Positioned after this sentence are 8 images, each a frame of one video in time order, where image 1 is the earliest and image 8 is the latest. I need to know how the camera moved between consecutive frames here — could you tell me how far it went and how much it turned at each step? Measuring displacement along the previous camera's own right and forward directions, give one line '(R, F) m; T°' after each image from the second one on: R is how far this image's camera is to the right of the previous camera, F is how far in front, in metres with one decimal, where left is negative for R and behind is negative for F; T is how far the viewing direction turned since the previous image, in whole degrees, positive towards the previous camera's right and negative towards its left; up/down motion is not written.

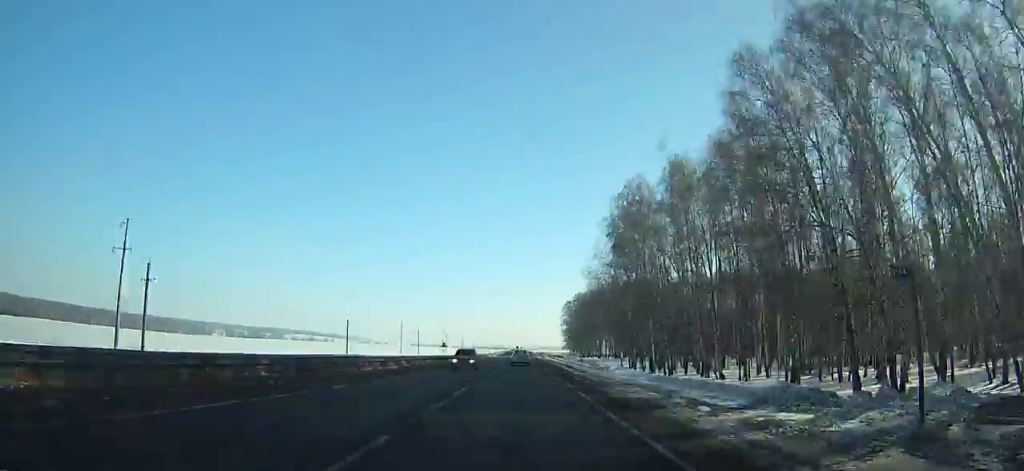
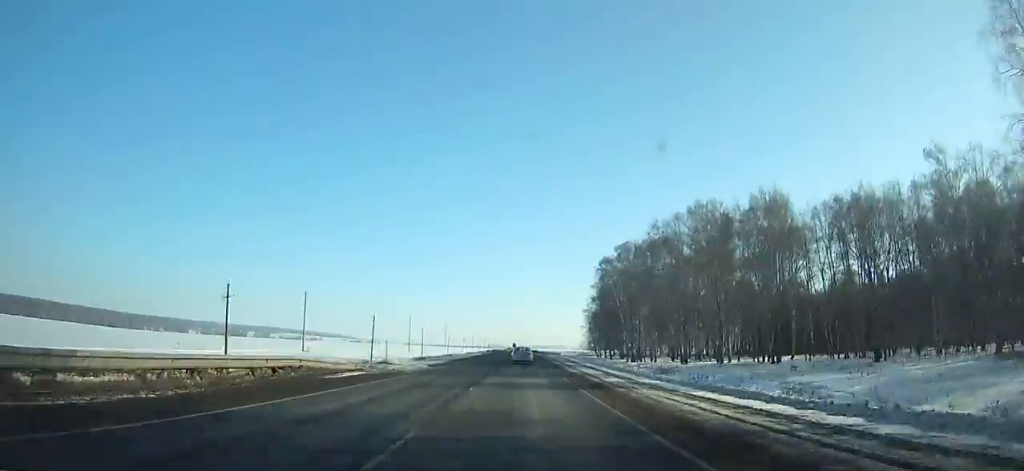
(+0.1, +106.4) m; 0°
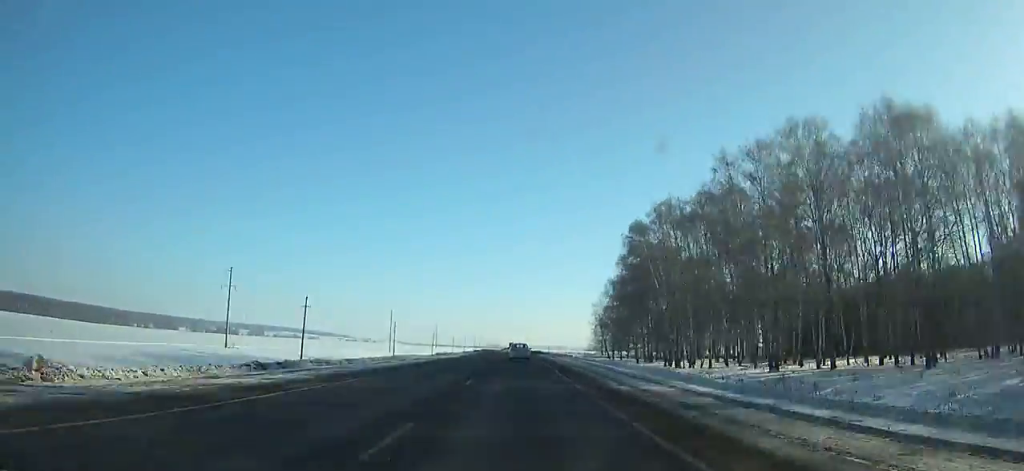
(0.0, +35.4) m; 0°
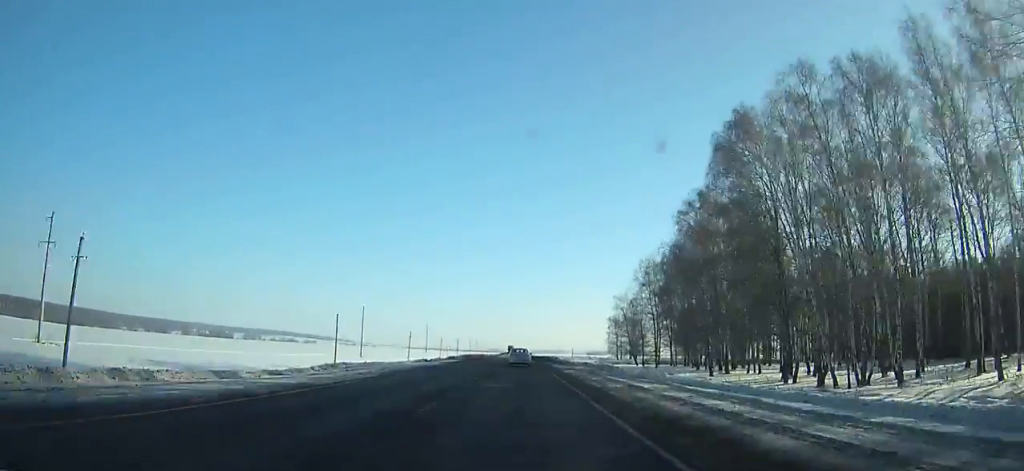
(0.0, +43.5) m; 0°
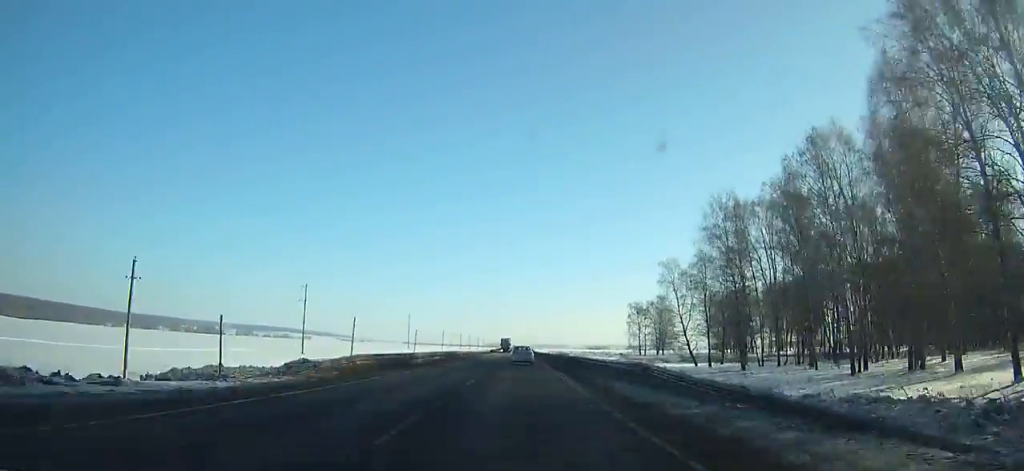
(+0.1, +51.5) m; 0°
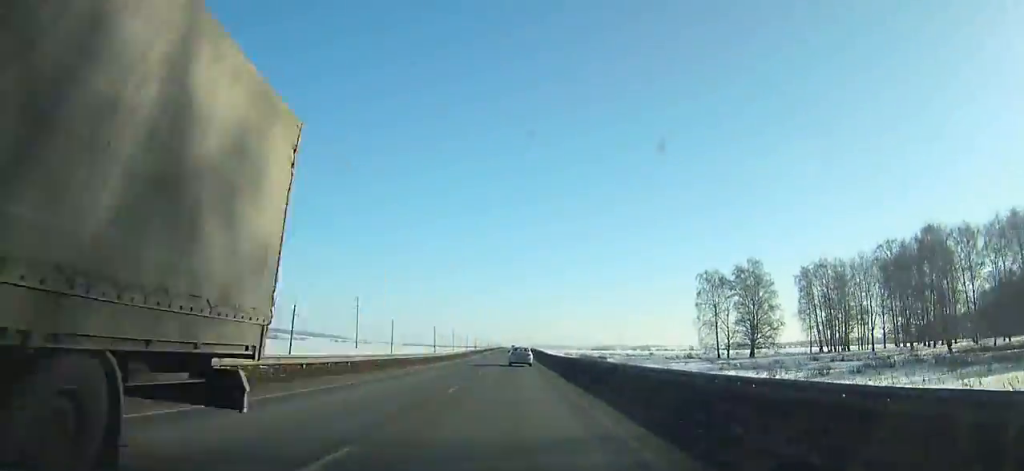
(+0.1, +86.5) m; 0°
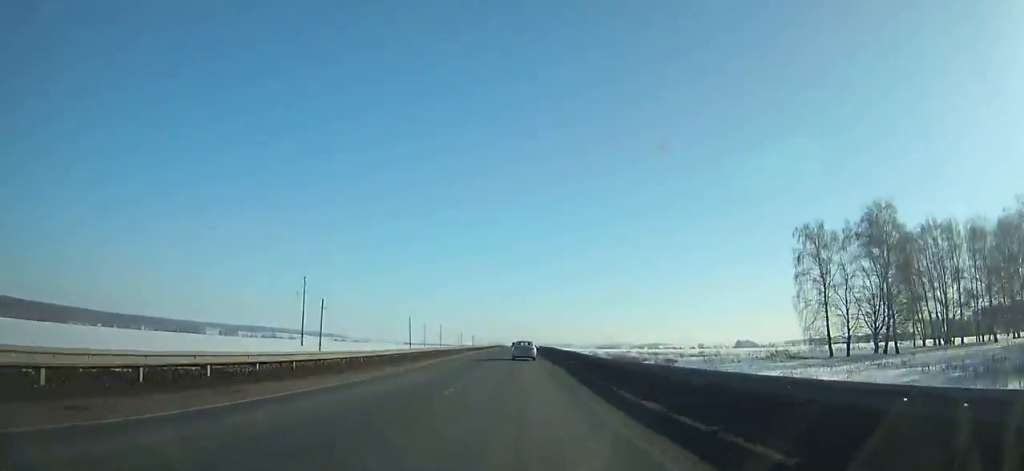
(-0.1, +48.7) m; 0°
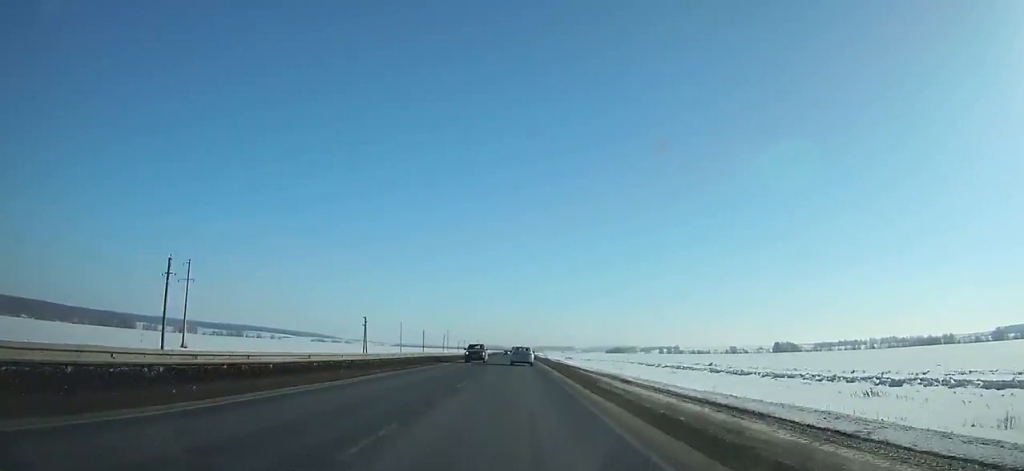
(+0.6, +225.1) m; 0°
